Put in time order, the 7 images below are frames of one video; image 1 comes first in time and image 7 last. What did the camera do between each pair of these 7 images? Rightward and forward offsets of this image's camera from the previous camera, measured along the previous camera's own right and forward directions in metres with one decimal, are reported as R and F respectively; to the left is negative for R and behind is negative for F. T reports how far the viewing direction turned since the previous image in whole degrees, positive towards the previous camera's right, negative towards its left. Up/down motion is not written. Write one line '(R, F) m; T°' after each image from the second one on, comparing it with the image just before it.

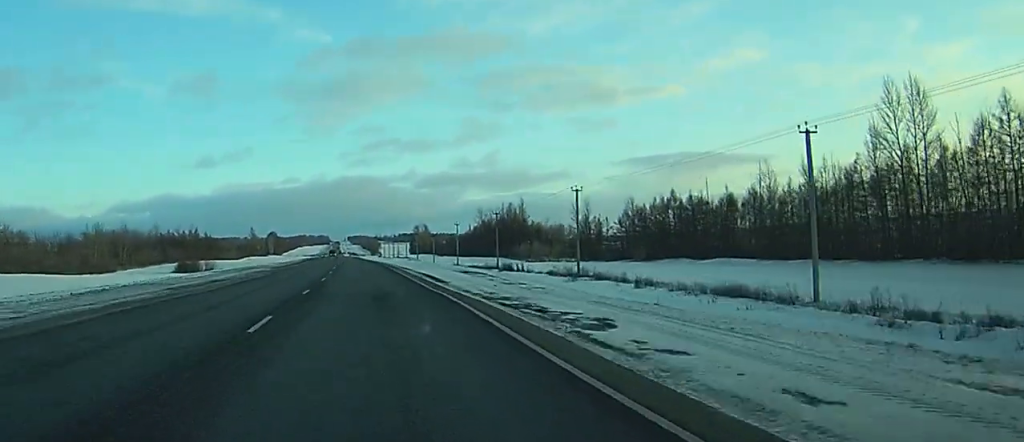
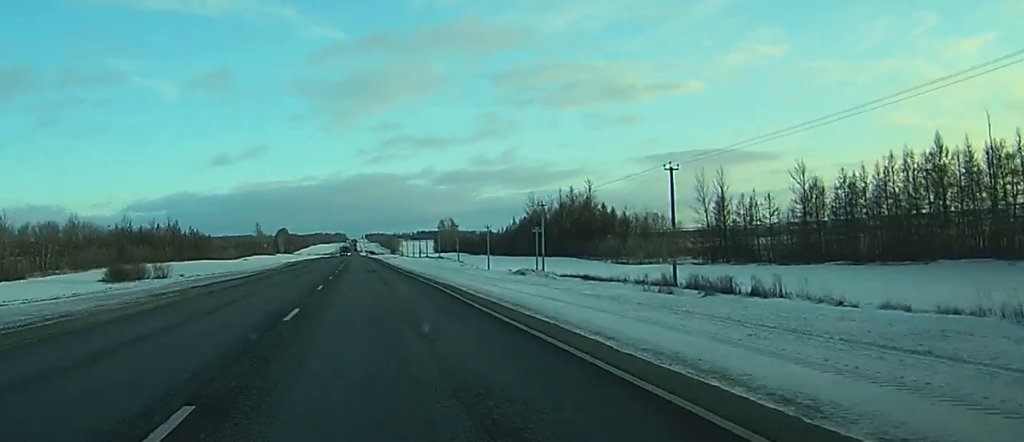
(-0.6, +68.6) m; -1°
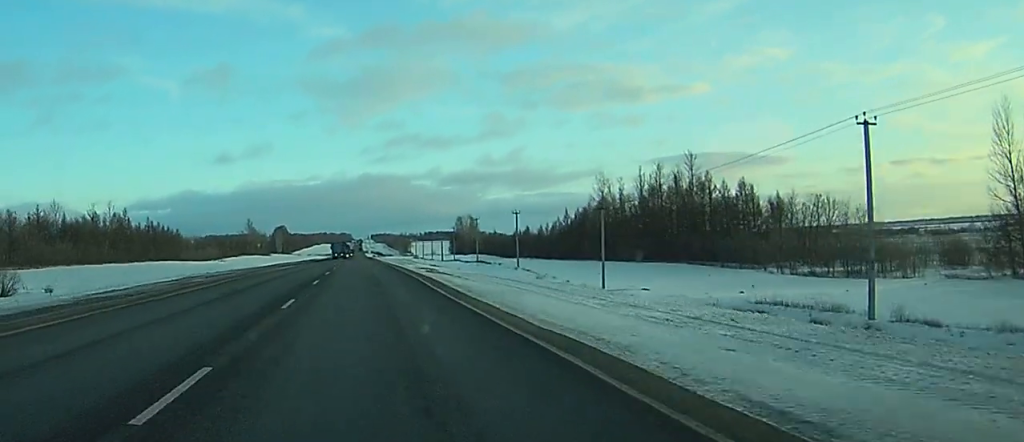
(-0.7, +69.7) m; -1°
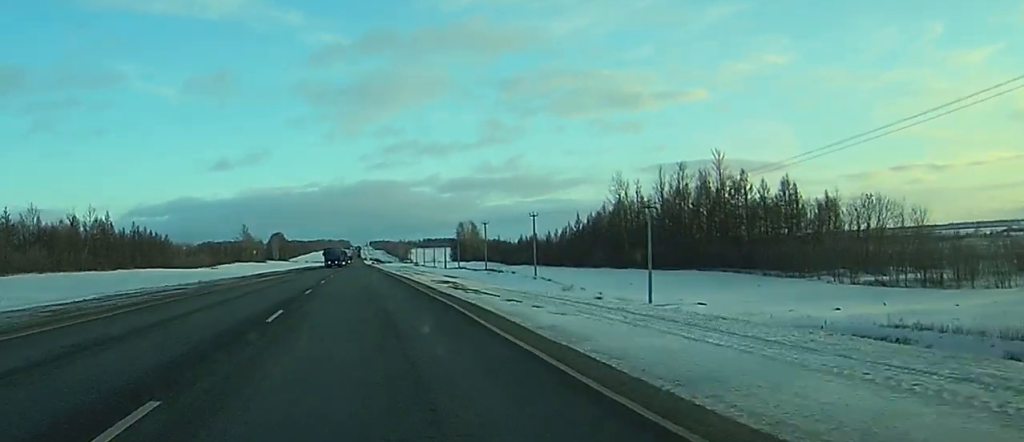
(0.0, +13.9) m; 0°
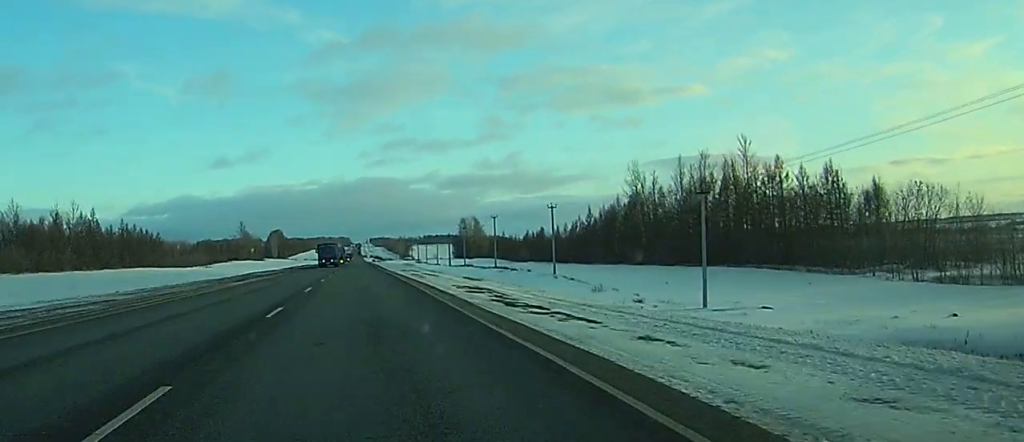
(0.0, +11.1) m; 0°
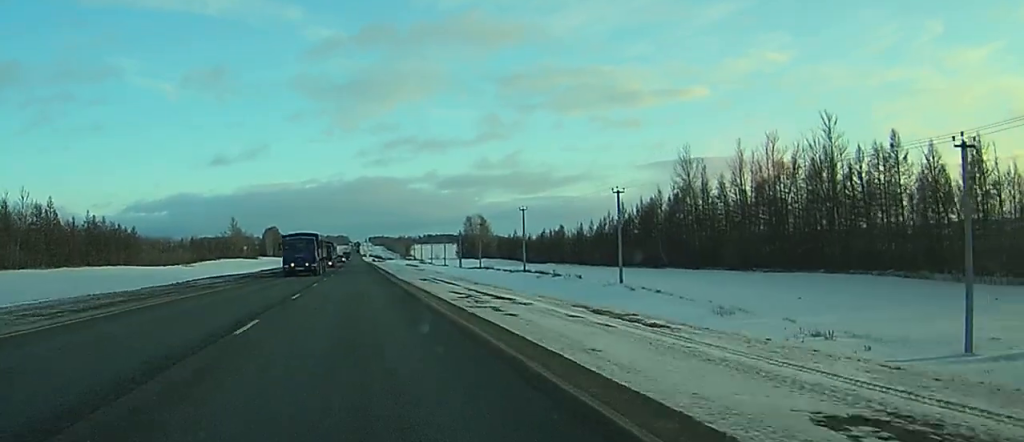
(-0.1, +26.8) m; 0°
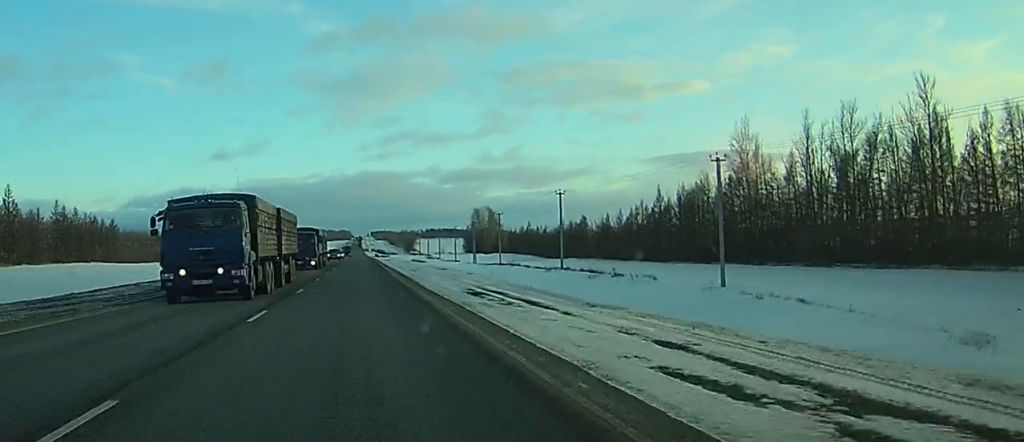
(+0.1, +21.3) m; 0°
